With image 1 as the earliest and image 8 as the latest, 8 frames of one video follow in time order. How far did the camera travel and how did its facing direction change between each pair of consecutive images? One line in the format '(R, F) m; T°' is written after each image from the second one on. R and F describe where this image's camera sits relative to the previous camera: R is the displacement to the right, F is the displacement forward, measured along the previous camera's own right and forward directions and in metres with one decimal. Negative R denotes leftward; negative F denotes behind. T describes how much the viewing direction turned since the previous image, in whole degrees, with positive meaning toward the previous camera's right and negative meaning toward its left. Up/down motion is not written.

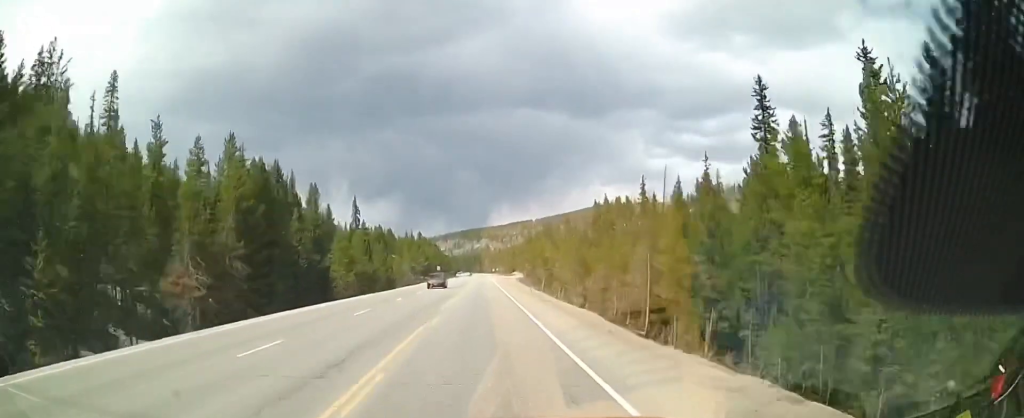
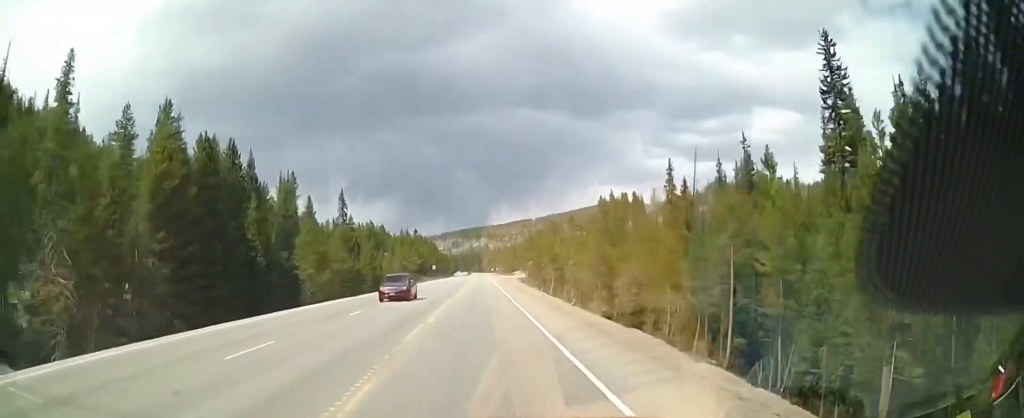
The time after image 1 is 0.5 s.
(+0.2, +12.8) m; 0°
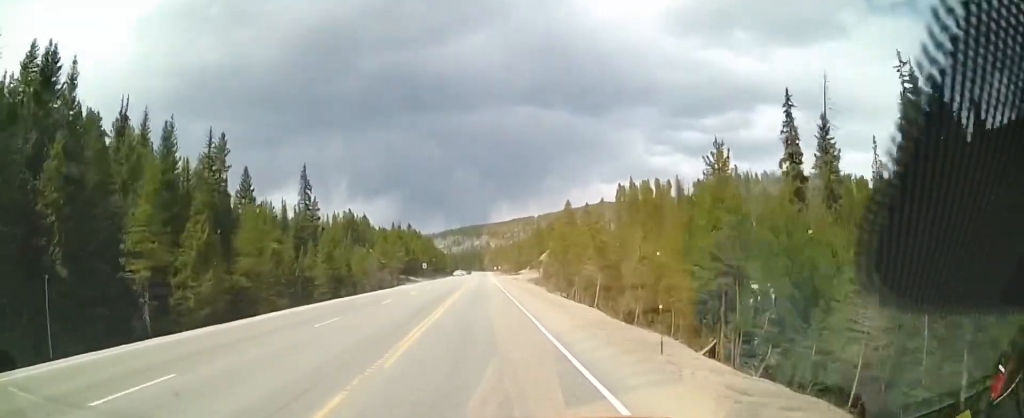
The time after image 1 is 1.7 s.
(-0.3, +29.6) m; 0°
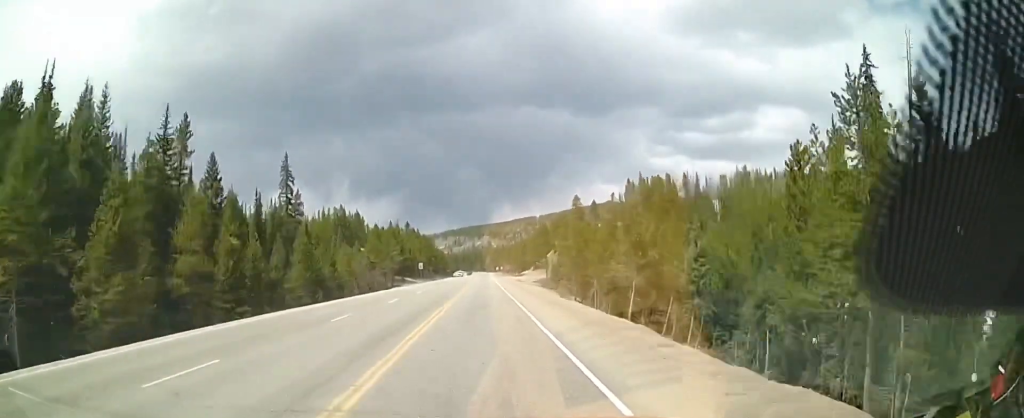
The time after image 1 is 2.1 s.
(+0.2, +10.8) m; 0°
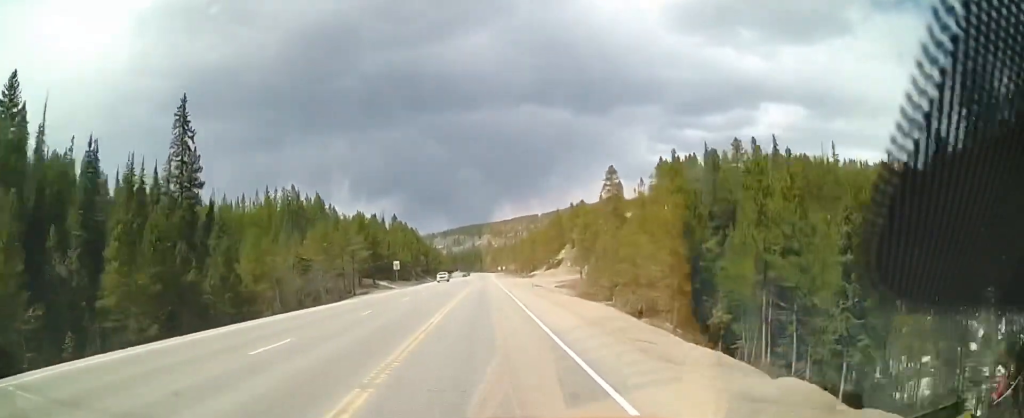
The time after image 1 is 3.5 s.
(-0.1, +34.4) m; -1°
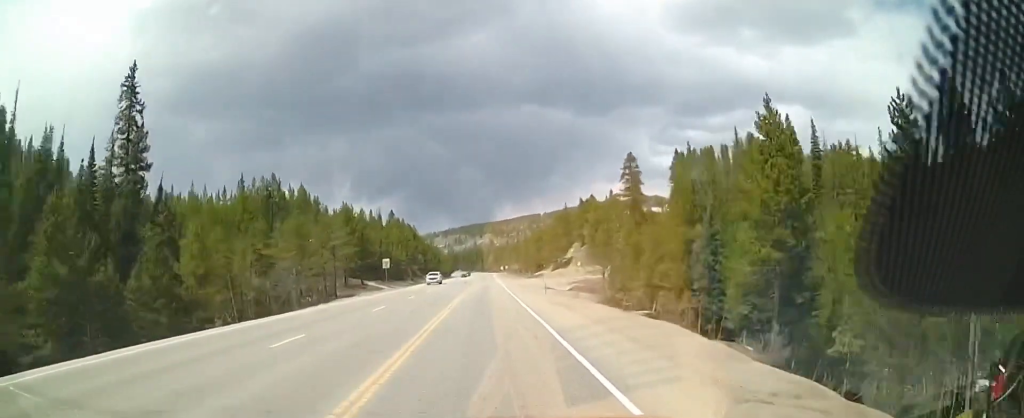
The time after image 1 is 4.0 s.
(0.0, +10.8) m; 0°
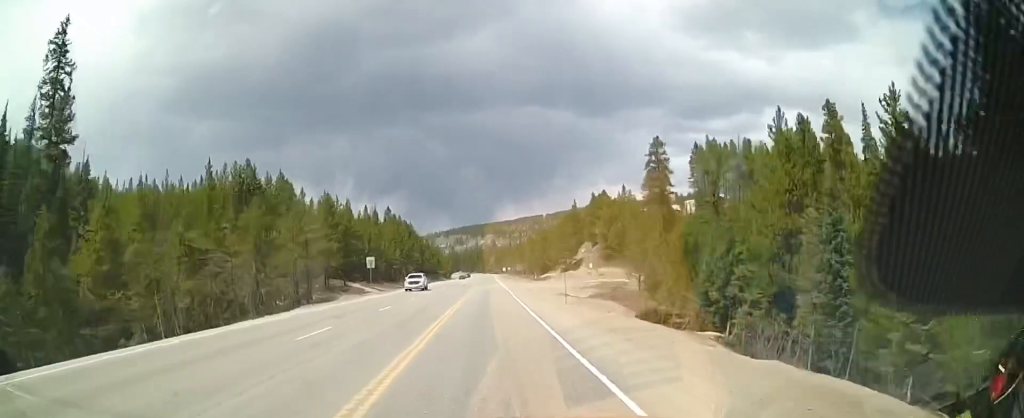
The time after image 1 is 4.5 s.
(0.0, +11.6) m; 0°
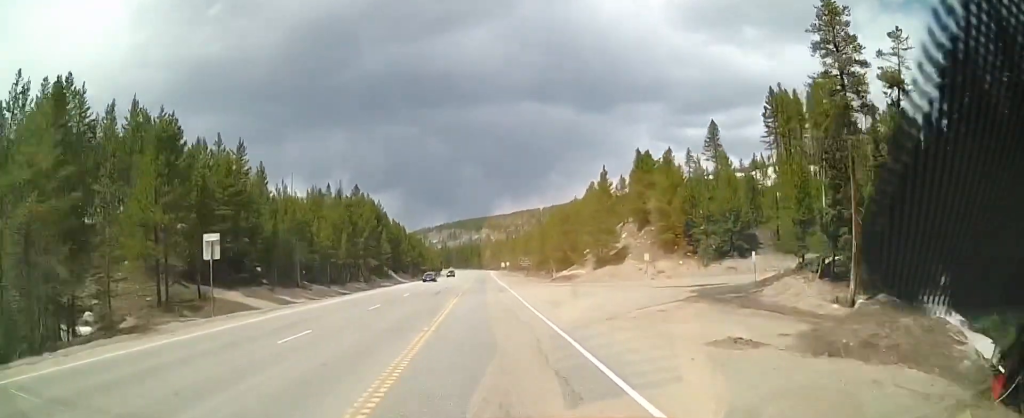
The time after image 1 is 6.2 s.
(+0.4, +39.0) m; 0°
